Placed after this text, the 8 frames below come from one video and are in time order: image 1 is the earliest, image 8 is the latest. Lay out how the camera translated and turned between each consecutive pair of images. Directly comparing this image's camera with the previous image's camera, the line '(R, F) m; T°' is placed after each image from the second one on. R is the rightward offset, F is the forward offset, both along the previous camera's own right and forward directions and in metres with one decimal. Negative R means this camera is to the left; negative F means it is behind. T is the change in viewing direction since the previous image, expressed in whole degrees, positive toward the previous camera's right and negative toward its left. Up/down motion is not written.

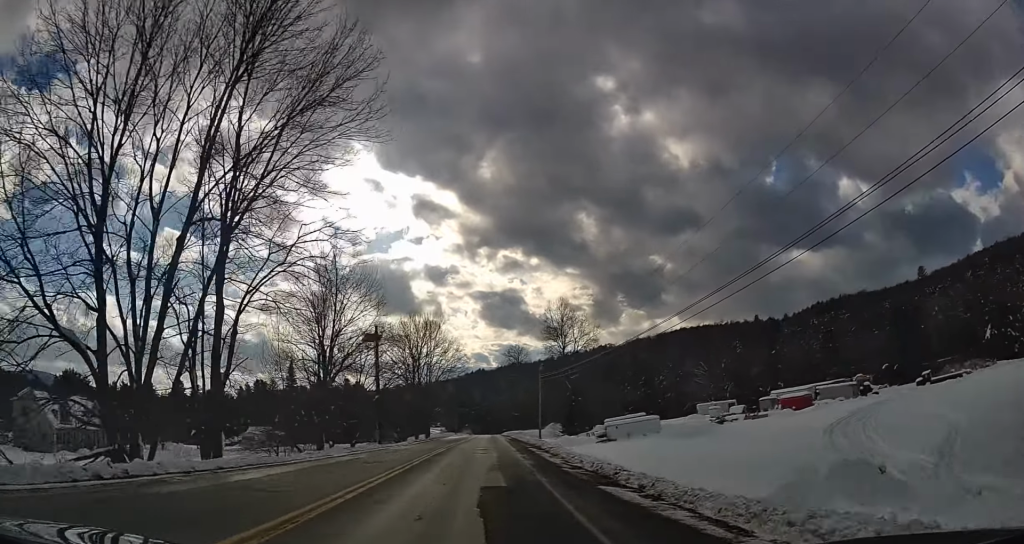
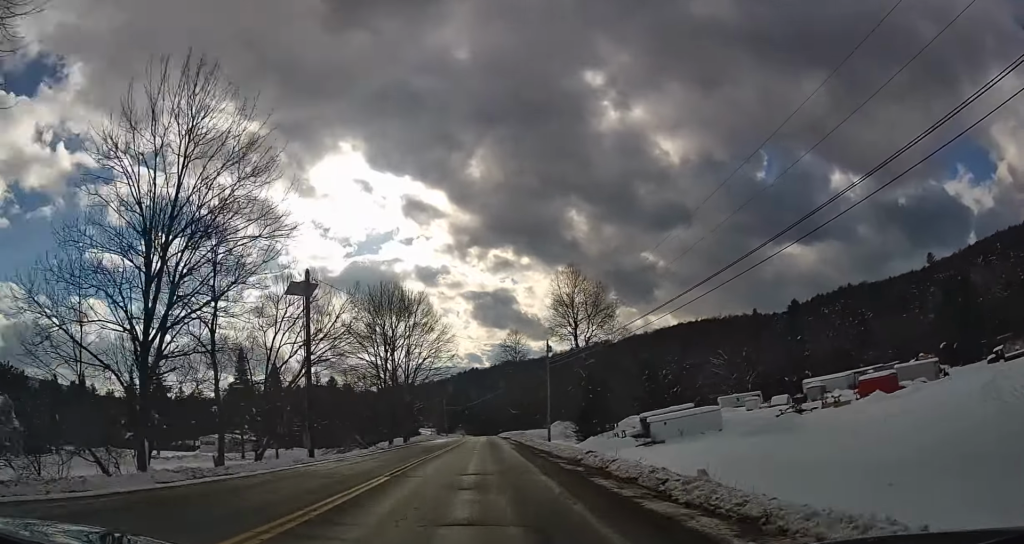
(+0.4, +17.1) m; 0°
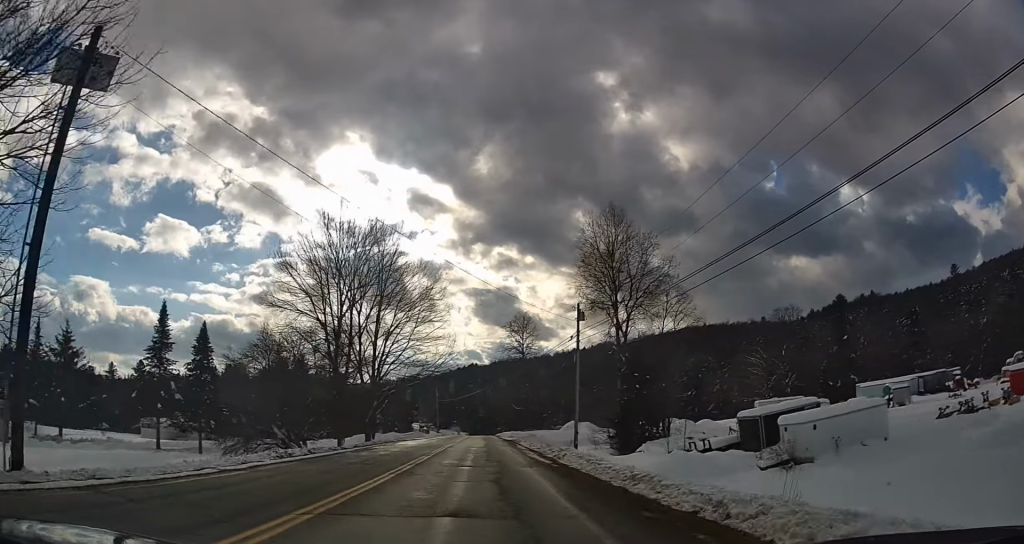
(-0.6, +19.9) m; 0°
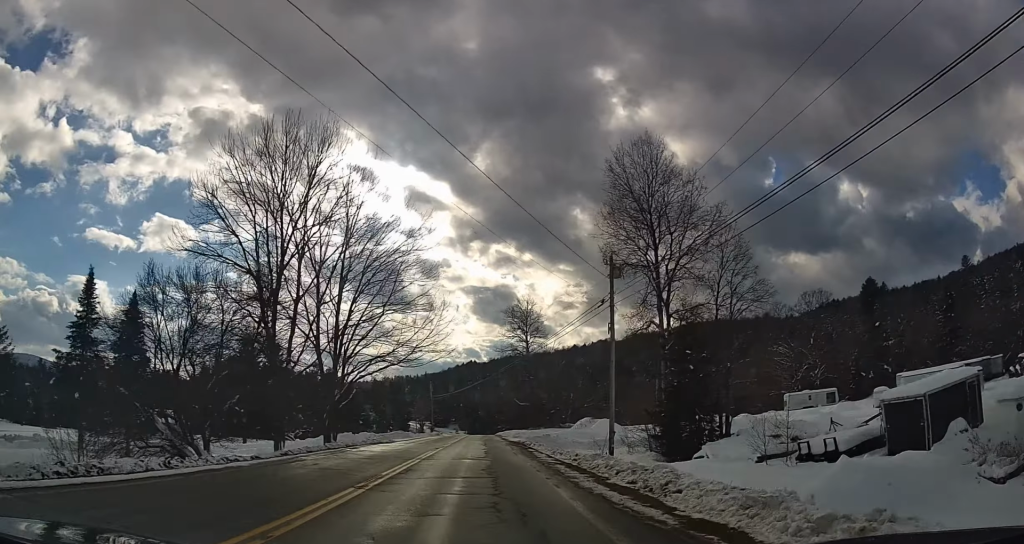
(+0.2, +12.1) m; +1°
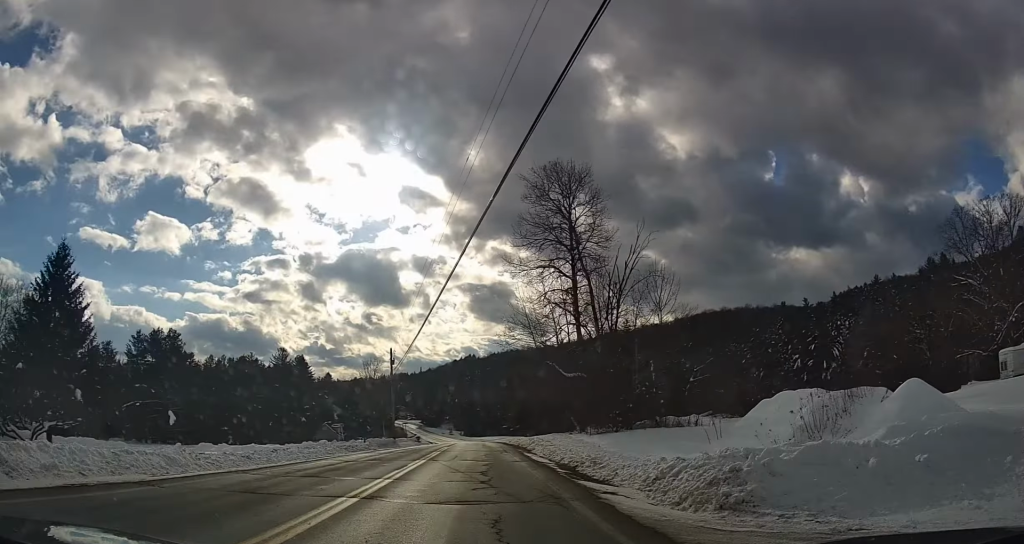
(+1.1, +50.5) m; +1°
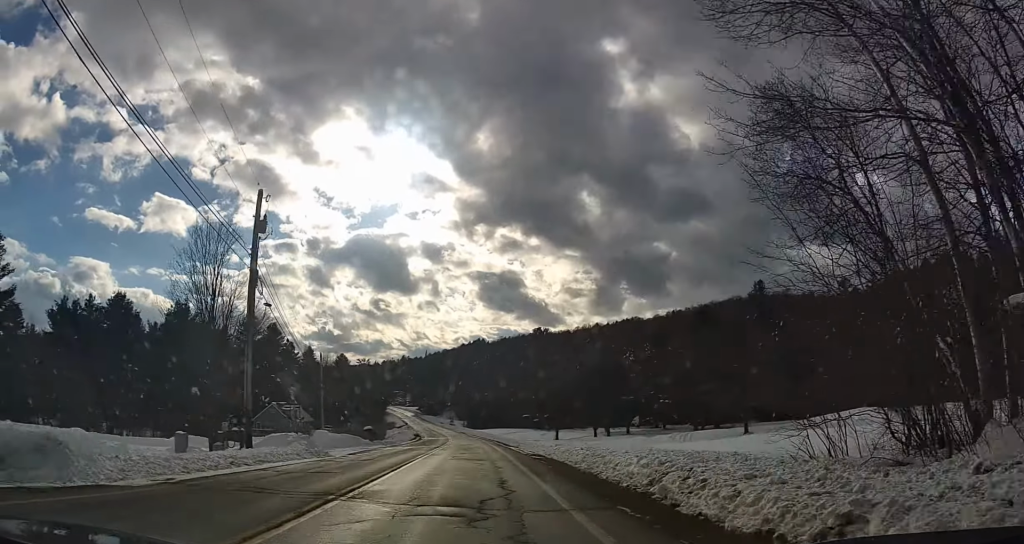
(+0.8, +44.0) m; +1°
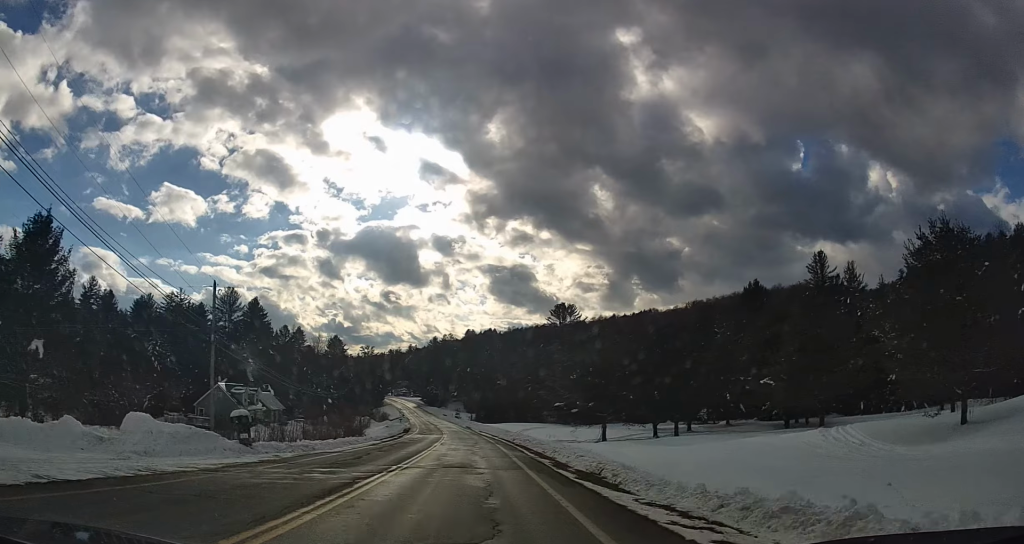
(-0.8, +27.7) m; -2°
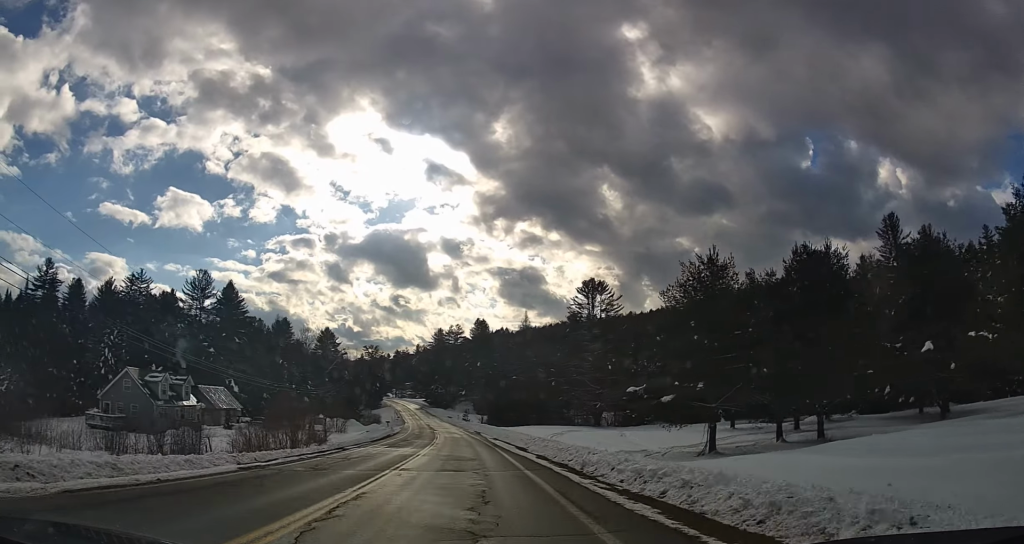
(+0.1, +26.3) m; 0°
